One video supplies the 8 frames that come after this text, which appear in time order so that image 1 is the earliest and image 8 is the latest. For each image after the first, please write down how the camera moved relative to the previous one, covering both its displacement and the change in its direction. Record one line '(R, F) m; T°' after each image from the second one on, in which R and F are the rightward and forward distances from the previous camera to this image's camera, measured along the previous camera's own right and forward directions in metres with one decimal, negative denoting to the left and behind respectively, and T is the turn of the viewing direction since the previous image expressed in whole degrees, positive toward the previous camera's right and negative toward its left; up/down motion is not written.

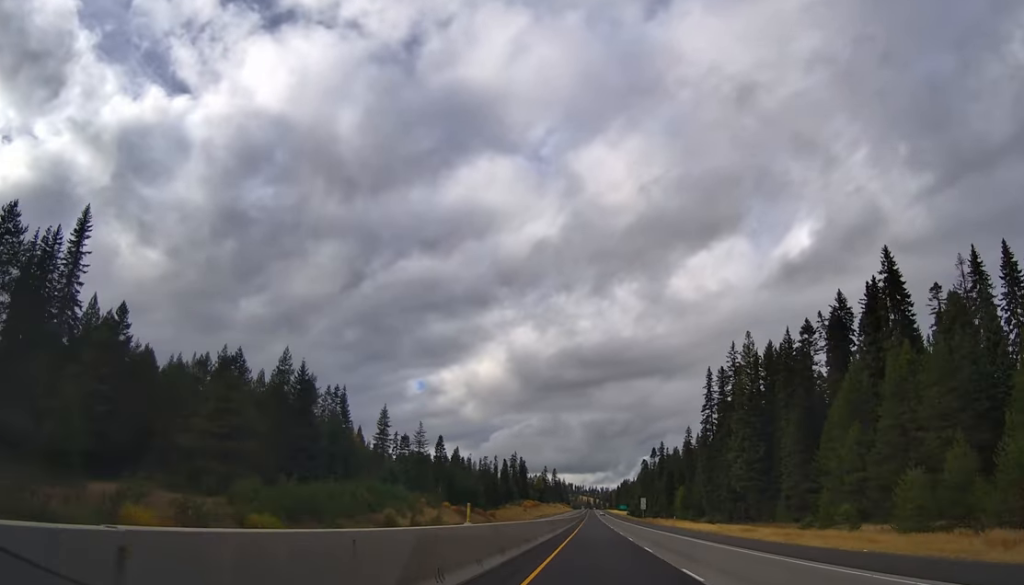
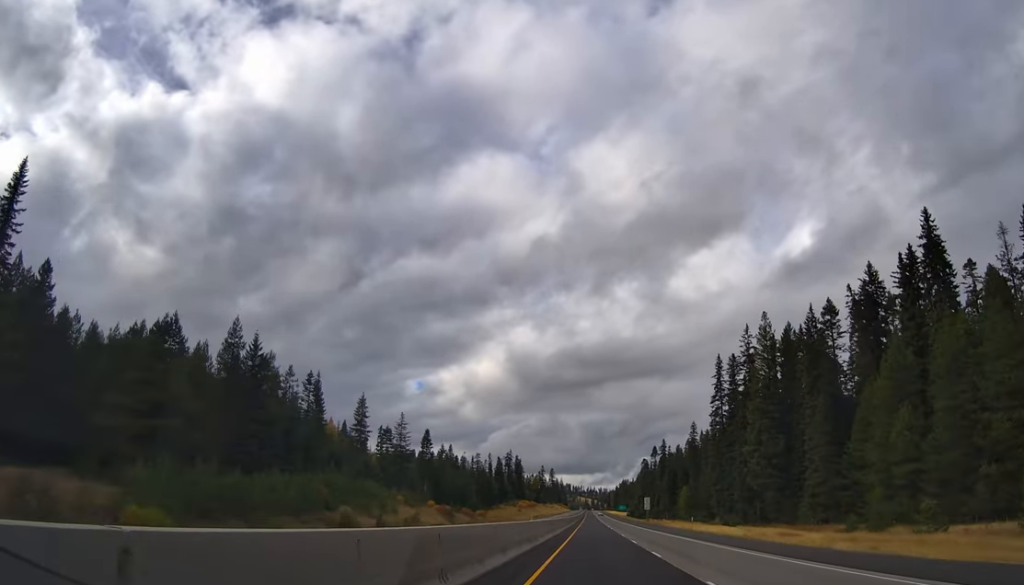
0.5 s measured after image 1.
(+0.1, +15.5) m; 0°
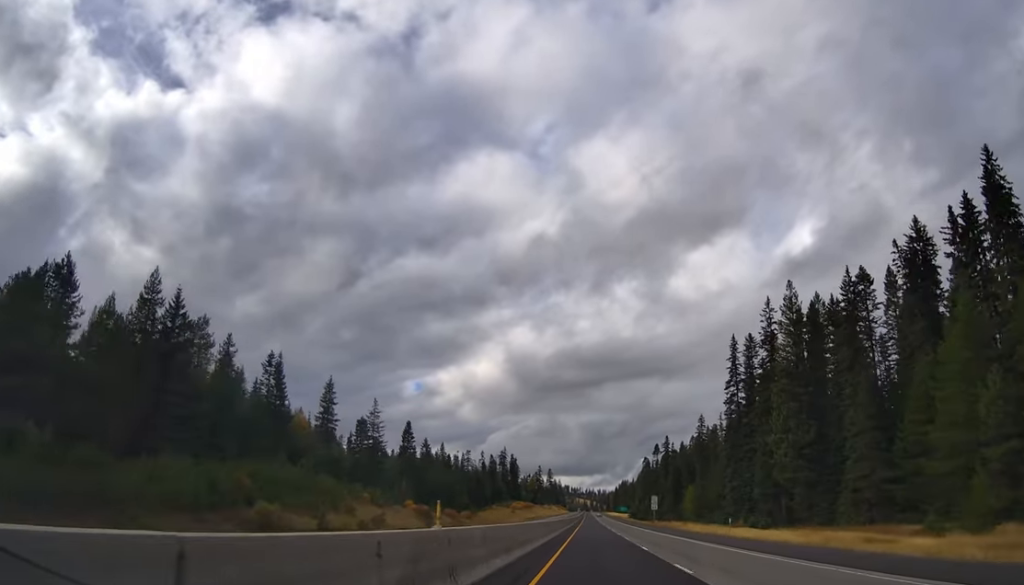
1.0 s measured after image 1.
(+0.1, +18.8) m; 0°
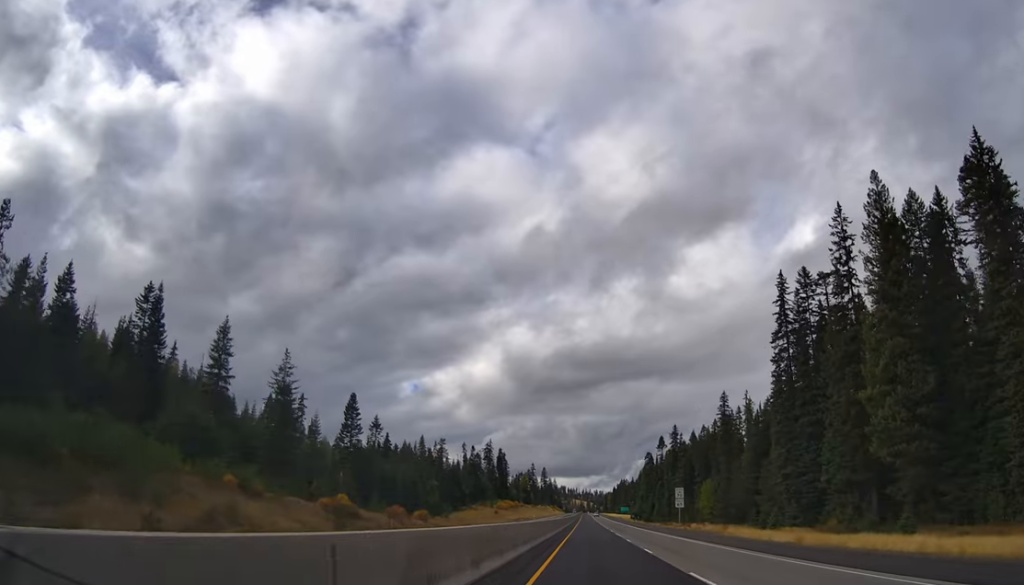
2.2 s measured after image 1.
(-0.2, +39.9) m; -1°
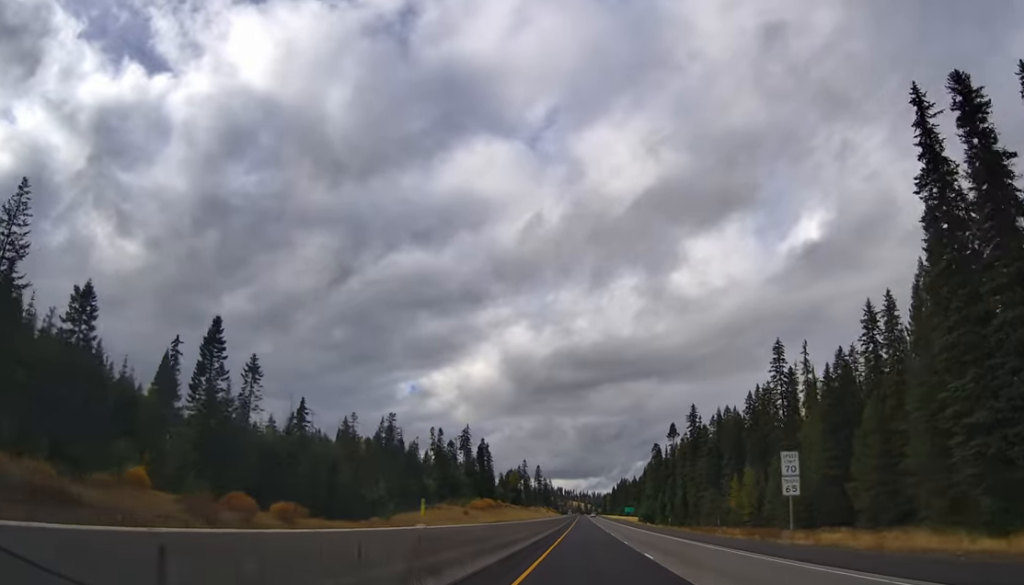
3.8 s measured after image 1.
(-1.1, +51.9) m; -1°
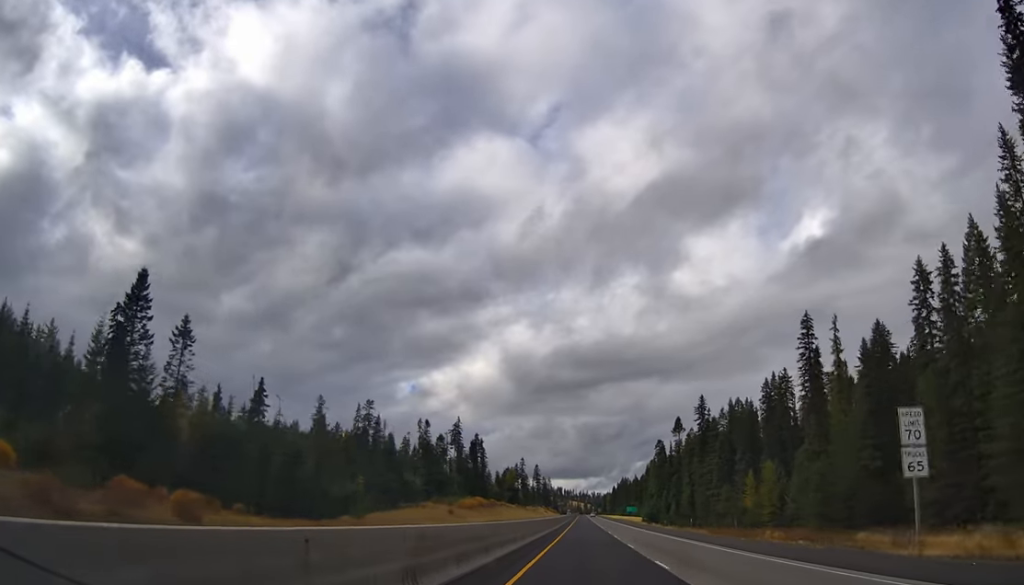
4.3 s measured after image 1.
(+0.1, +16.5) m; +1°
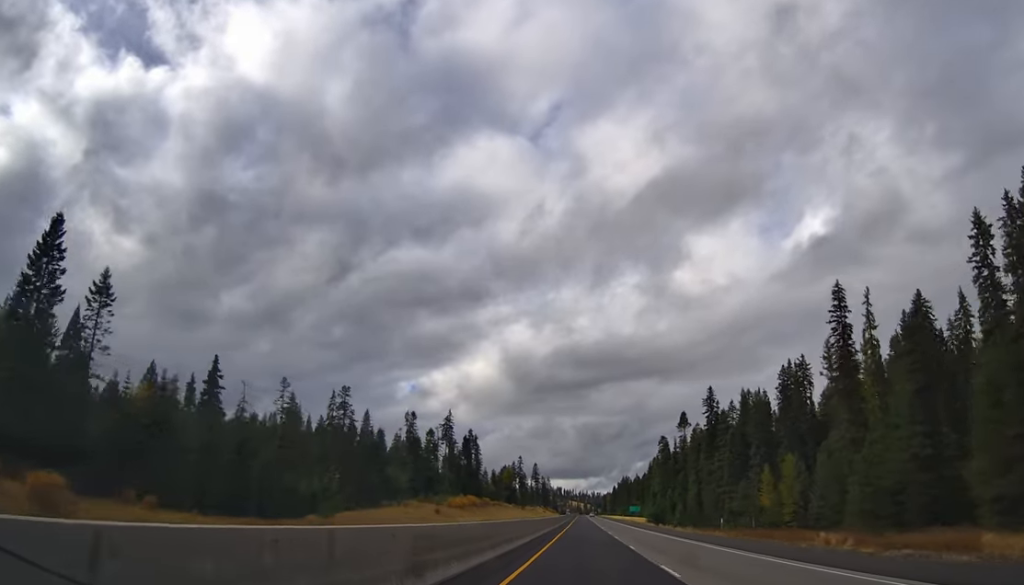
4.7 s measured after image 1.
(+0.1, +14.3) m; +1°
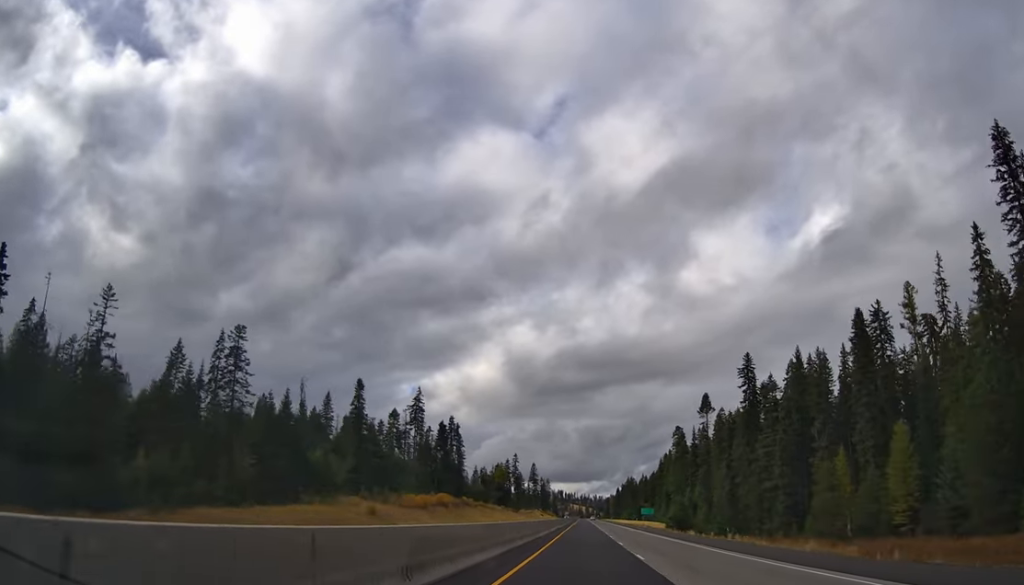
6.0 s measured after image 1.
(+0.4, +41.7) m; 0°
